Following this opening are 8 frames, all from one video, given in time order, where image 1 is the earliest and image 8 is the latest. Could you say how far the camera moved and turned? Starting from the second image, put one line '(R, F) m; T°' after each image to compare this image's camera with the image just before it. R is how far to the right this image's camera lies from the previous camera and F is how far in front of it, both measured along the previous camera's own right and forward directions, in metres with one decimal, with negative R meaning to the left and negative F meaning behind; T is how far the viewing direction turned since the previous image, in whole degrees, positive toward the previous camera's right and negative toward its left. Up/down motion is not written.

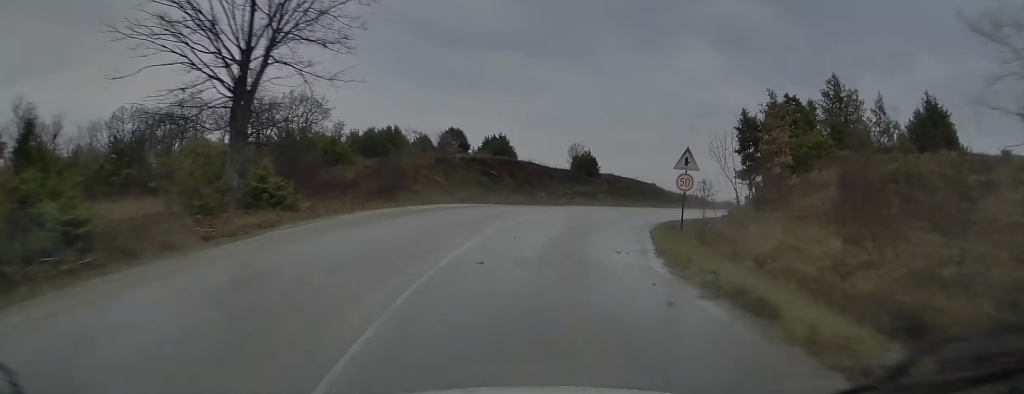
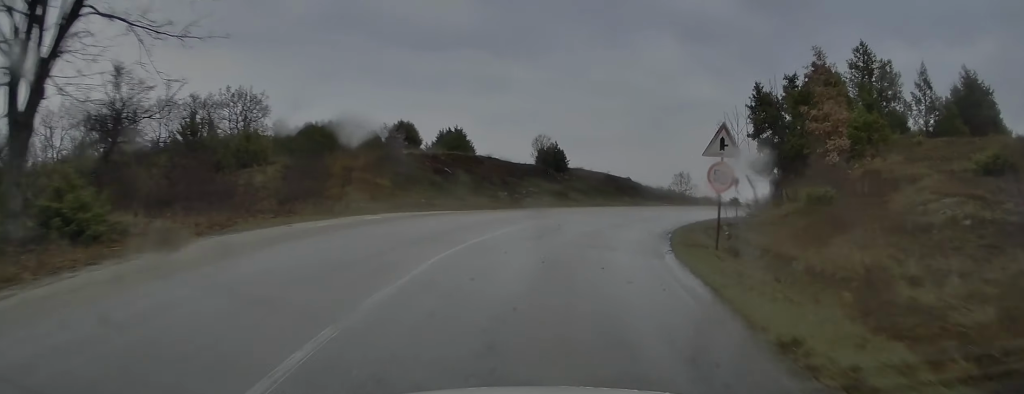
(+0.2, +7.9) m; +3°
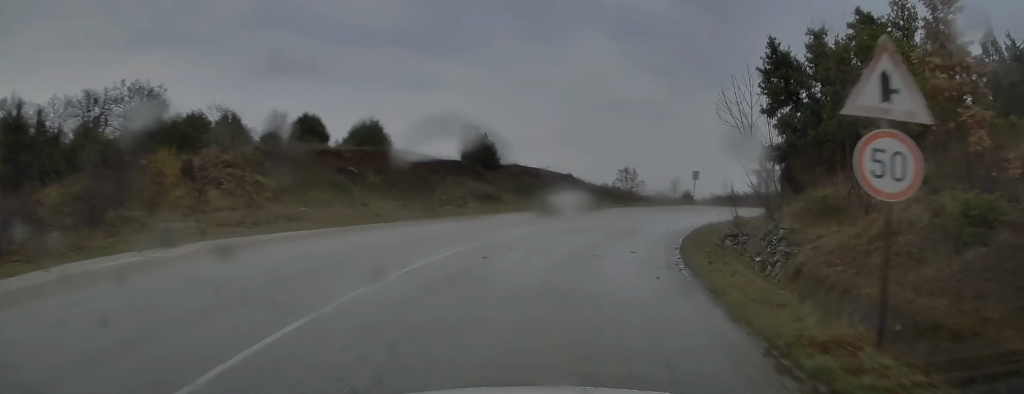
(-0.1, +9.2) m; +4°
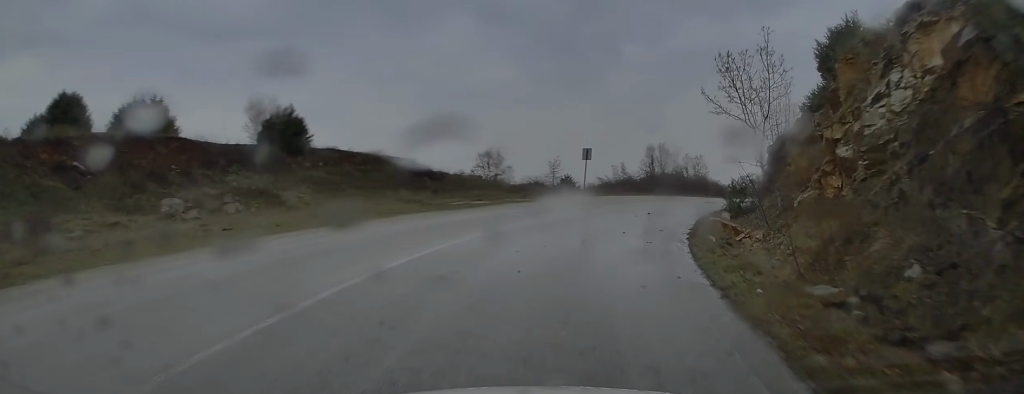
(+1.6, +15.8) m; +10°
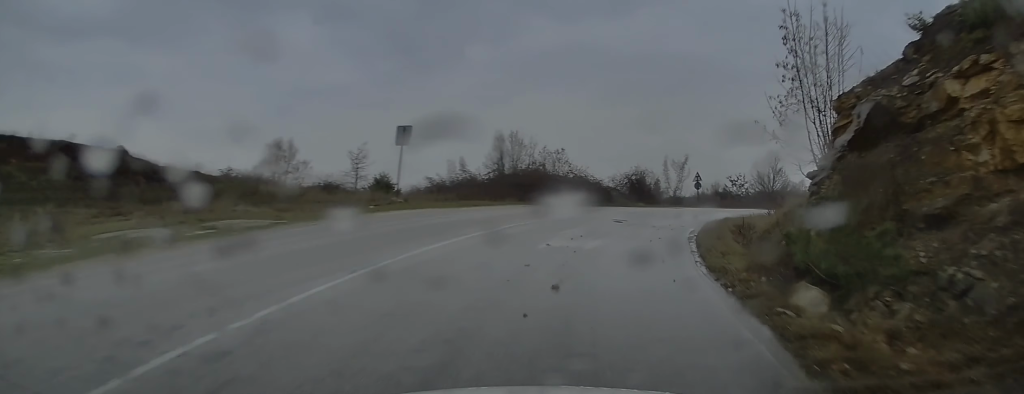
(+1.6, +16.6) m; +11°
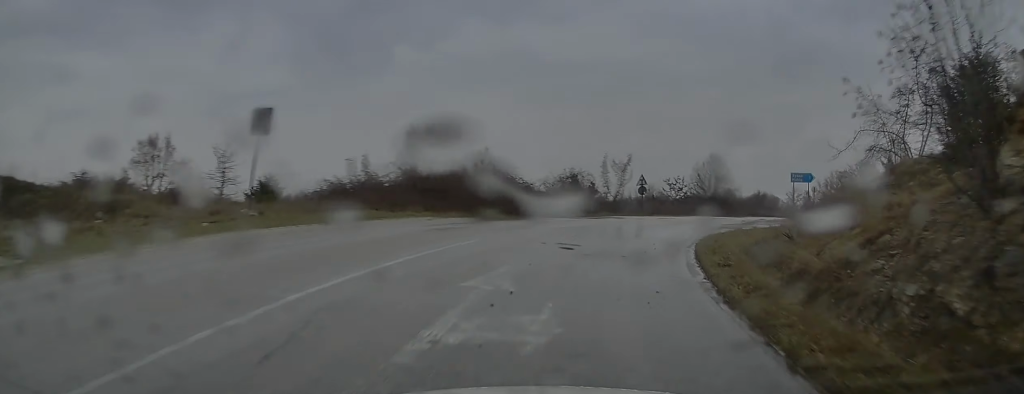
(+0.1, +7.0) m; +6°
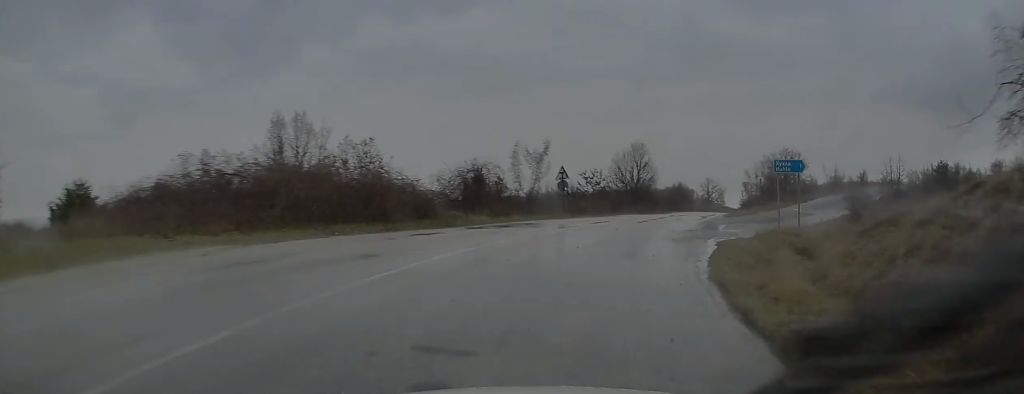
(+0.8, +8.7) m; +8°
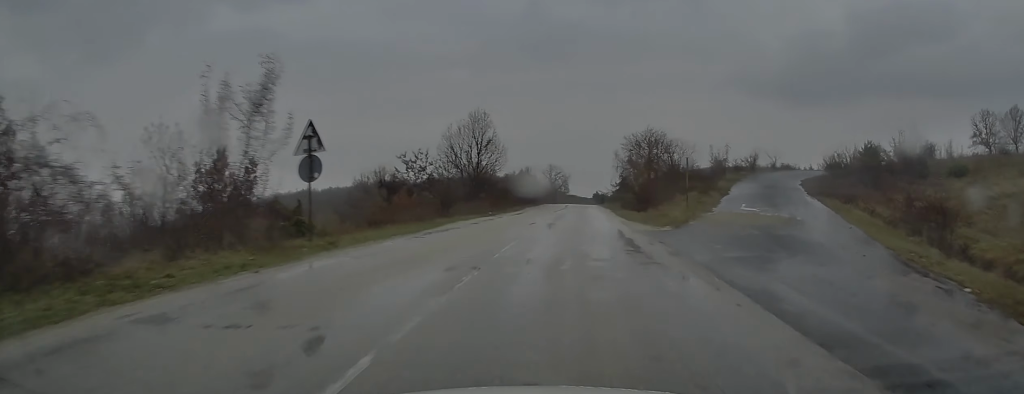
(+3.3, +19.8) m; +22°
